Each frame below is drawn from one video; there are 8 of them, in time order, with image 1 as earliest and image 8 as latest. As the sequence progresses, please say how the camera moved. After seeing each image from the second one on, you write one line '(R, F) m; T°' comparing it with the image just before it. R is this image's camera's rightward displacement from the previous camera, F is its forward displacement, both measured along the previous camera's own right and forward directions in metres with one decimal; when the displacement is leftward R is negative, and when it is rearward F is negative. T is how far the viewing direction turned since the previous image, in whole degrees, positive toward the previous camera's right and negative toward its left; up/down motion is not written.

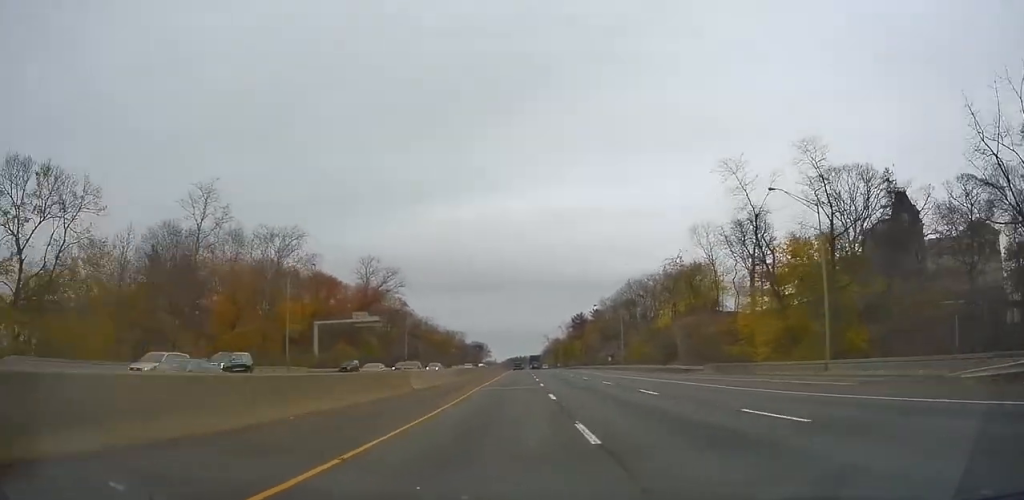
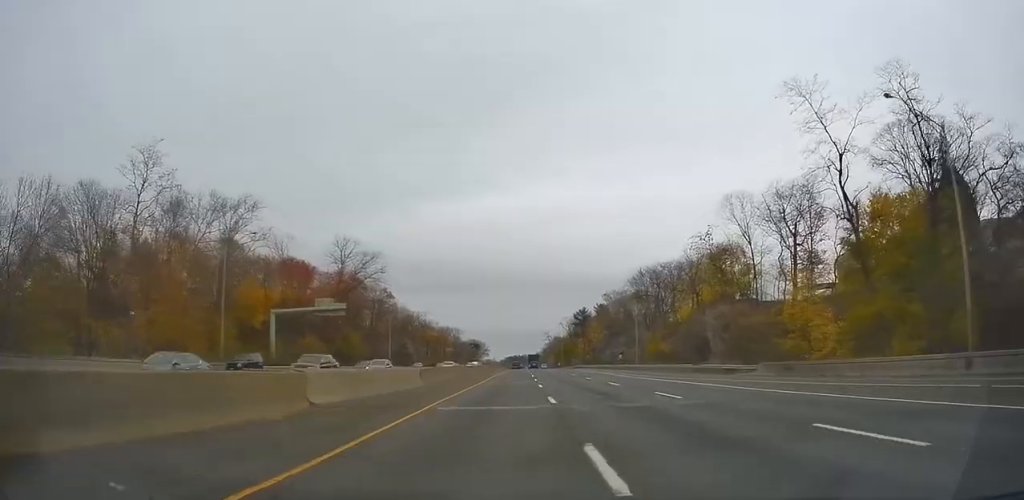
(-0.1, +16.2) m; 0°
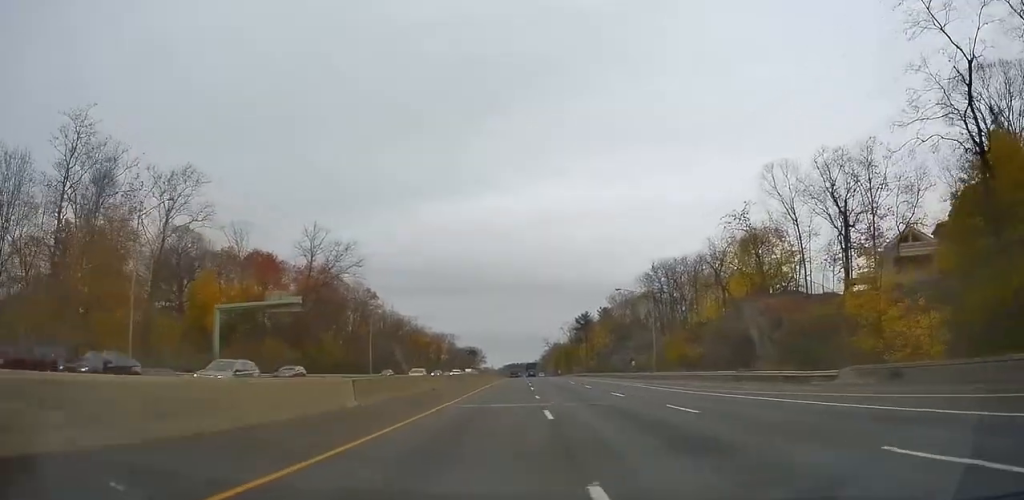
(+0.2, +14.6) m; 0°
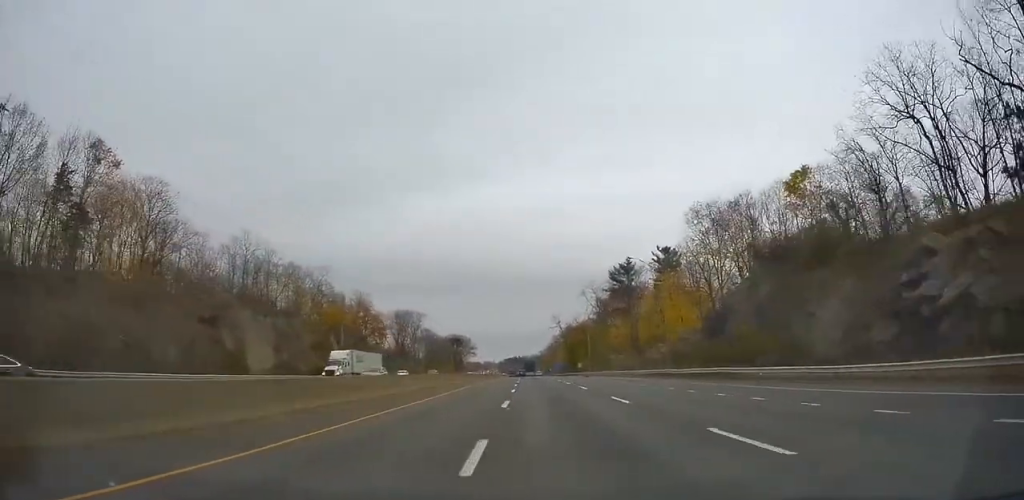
(+0.2, +92.6) m; 0°
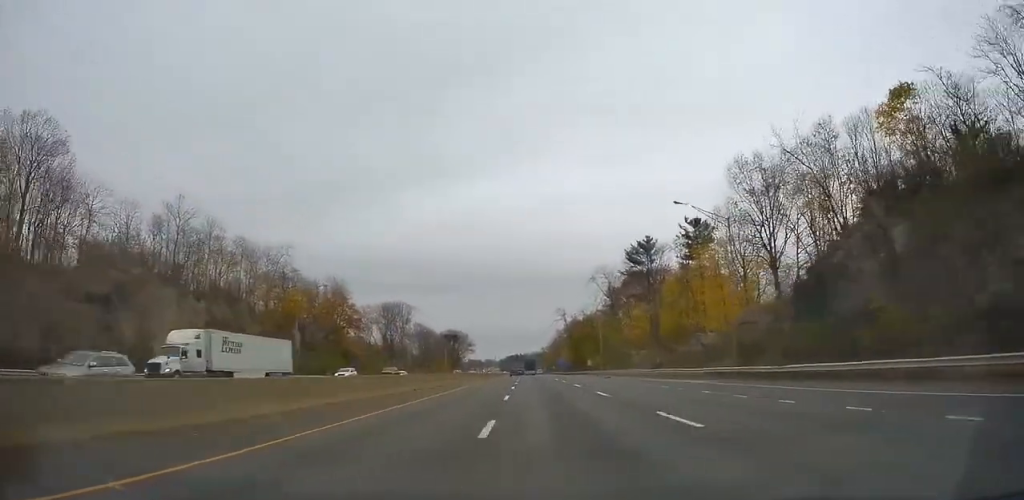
(+0.1, +20.4) m; 0°
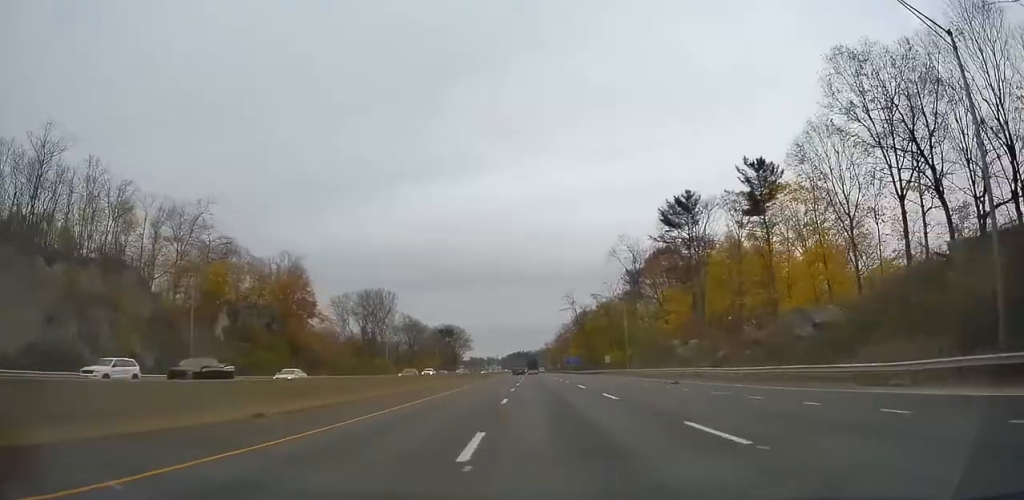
(+0.1, +27.0) m; 0°
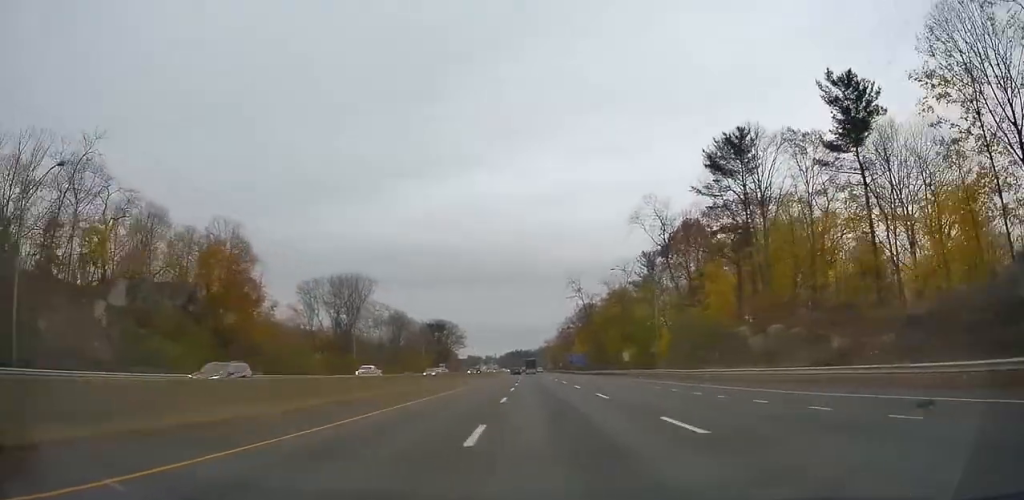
(-0.1, +22.6) m; 0°
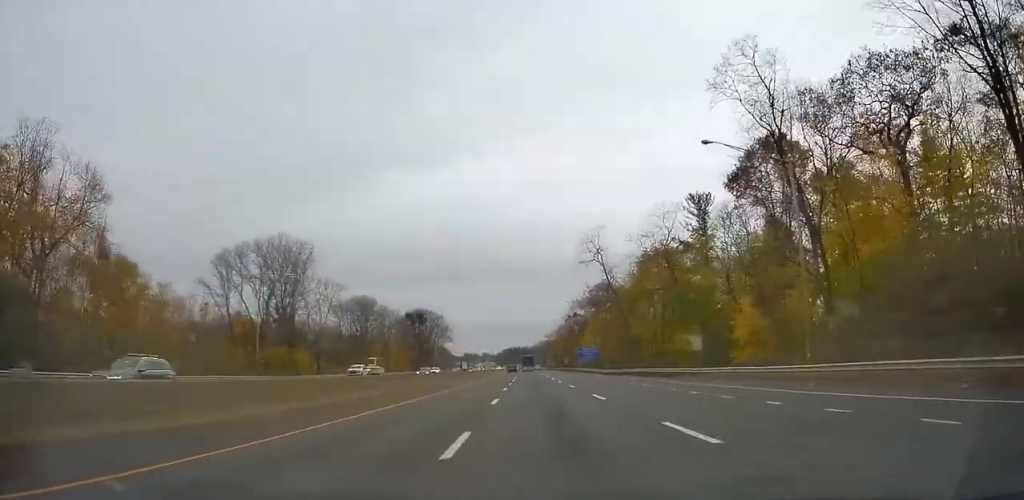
(+0.3, +37.6) m; +1°
